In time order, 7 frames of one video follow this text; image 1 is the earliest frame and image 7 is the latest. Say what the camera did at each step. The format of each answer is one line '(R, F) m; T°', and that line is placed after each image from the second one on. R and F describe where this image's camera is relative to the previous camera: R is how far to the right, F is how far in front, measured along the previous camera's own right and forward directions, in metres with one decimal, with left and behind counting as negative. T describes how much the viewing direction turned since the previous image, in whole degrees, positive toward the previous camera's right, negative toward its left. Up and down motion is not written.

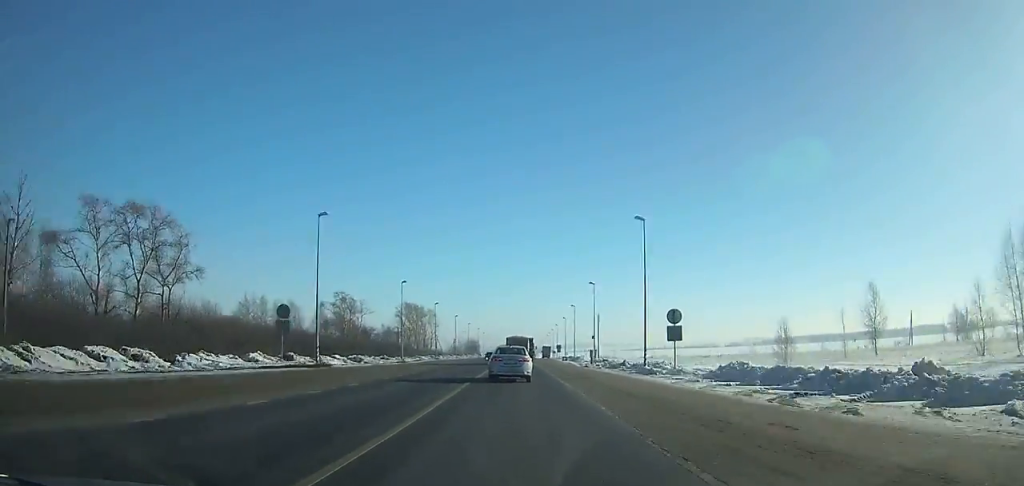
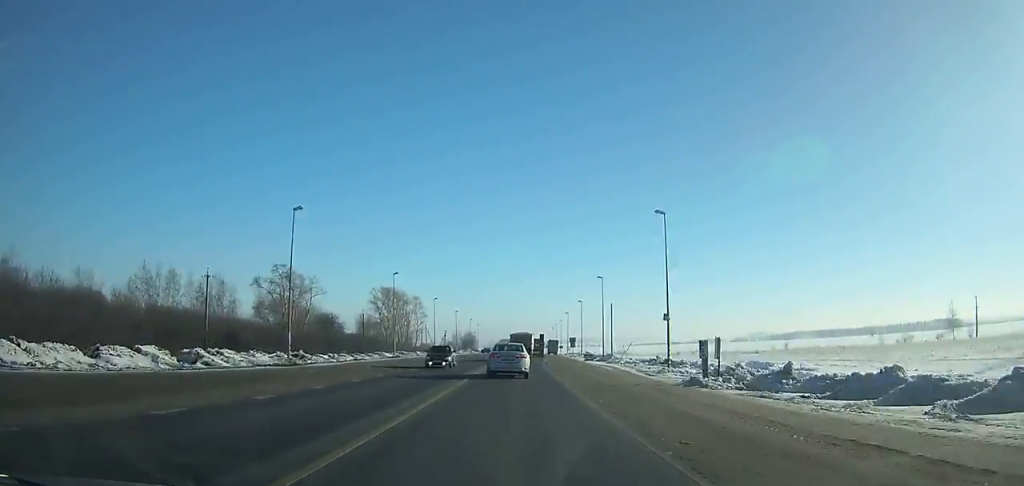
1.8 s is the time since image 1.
(+0.1, +35.6) m; +1°
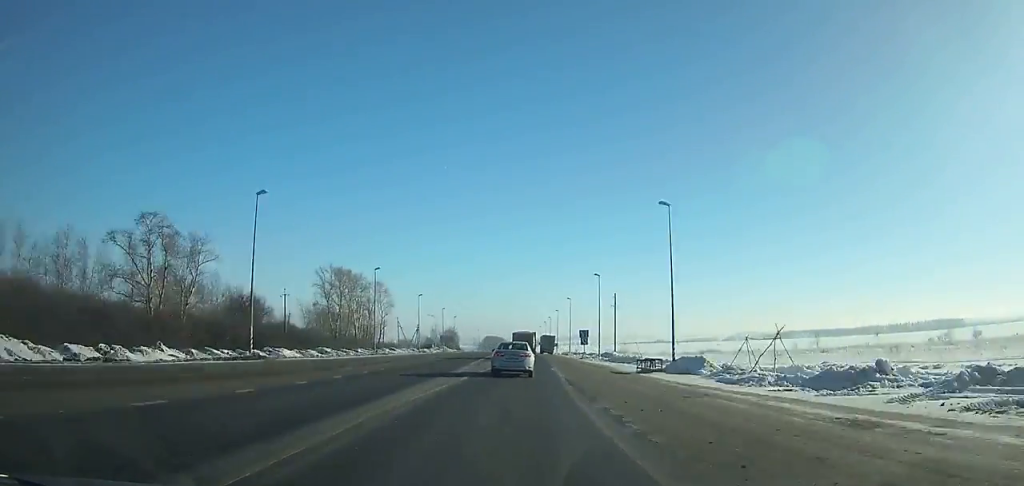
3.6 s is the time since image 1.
(+0.3, +36.0) m; 0°
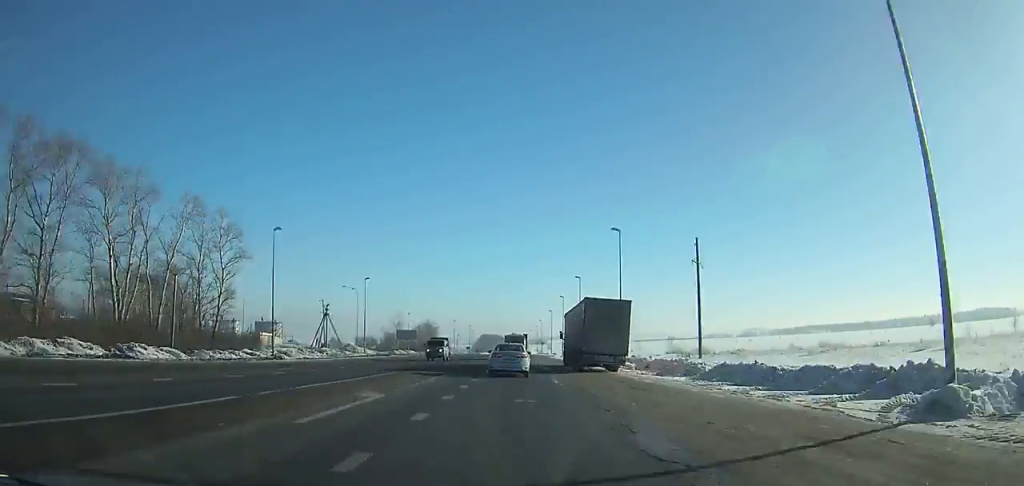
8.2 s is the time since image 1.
(0.0, +93.0) m; 0°
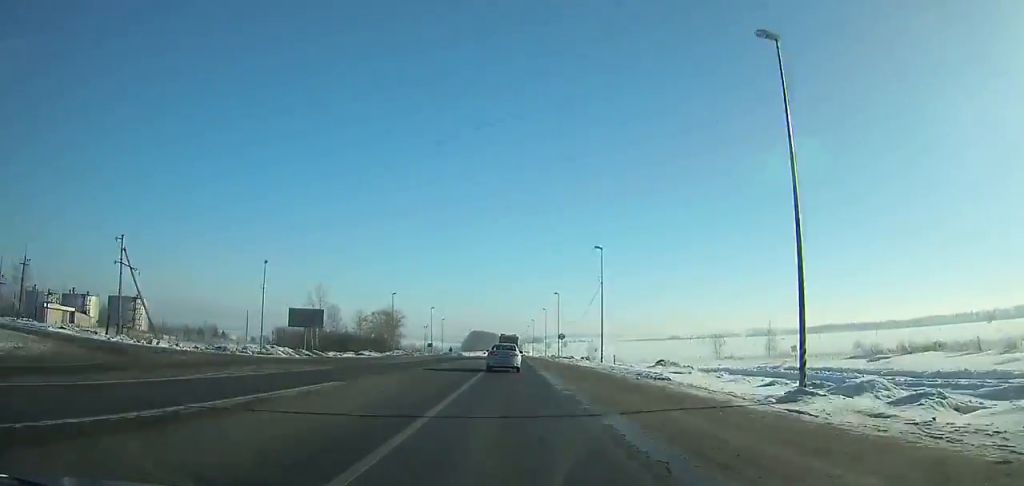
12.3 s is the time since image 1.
(-0.1, +84.8) m; 0°
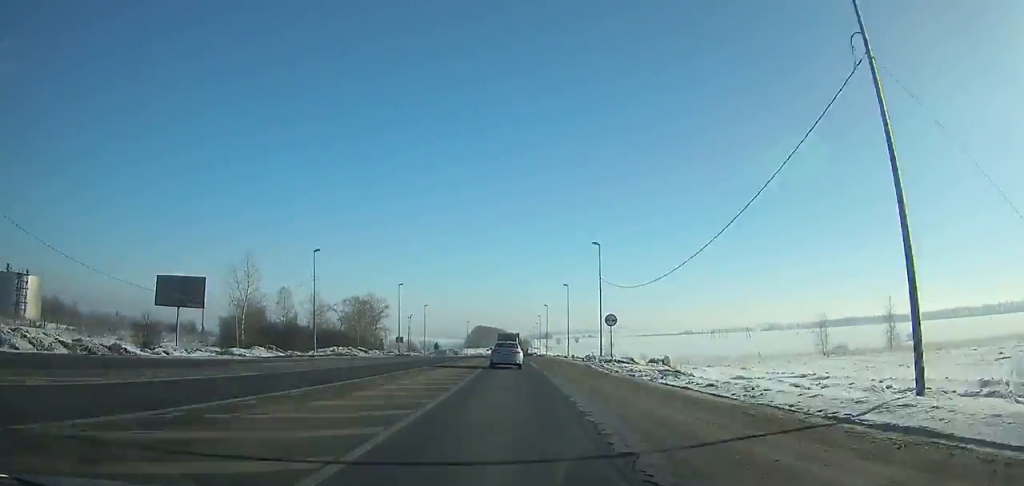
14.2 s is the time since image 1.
(-0.1, +40.1) m; 0°
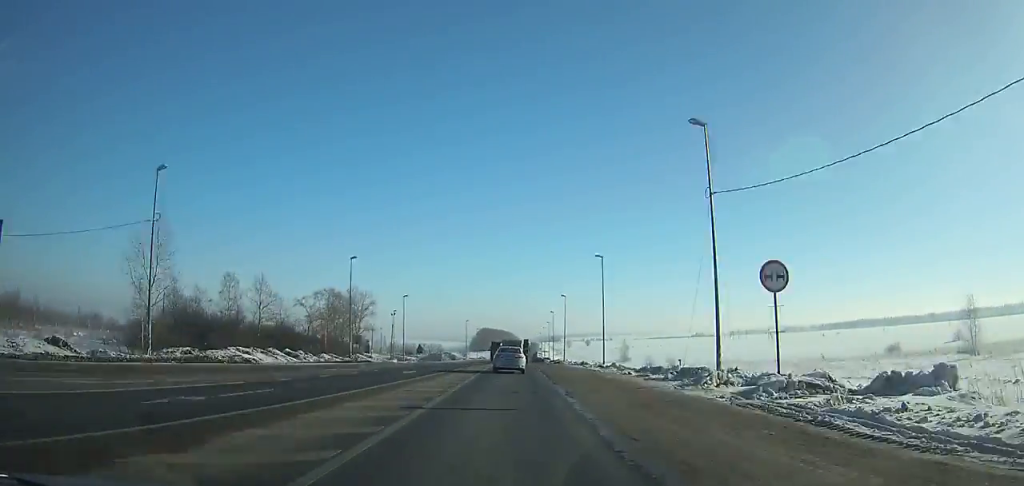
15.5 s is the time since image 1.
(-0.2, +27.6) m; 0°
